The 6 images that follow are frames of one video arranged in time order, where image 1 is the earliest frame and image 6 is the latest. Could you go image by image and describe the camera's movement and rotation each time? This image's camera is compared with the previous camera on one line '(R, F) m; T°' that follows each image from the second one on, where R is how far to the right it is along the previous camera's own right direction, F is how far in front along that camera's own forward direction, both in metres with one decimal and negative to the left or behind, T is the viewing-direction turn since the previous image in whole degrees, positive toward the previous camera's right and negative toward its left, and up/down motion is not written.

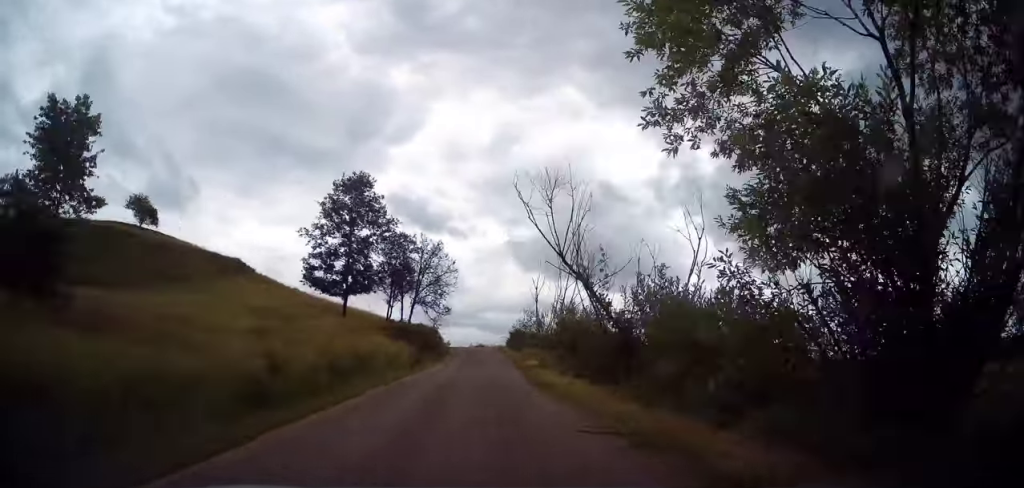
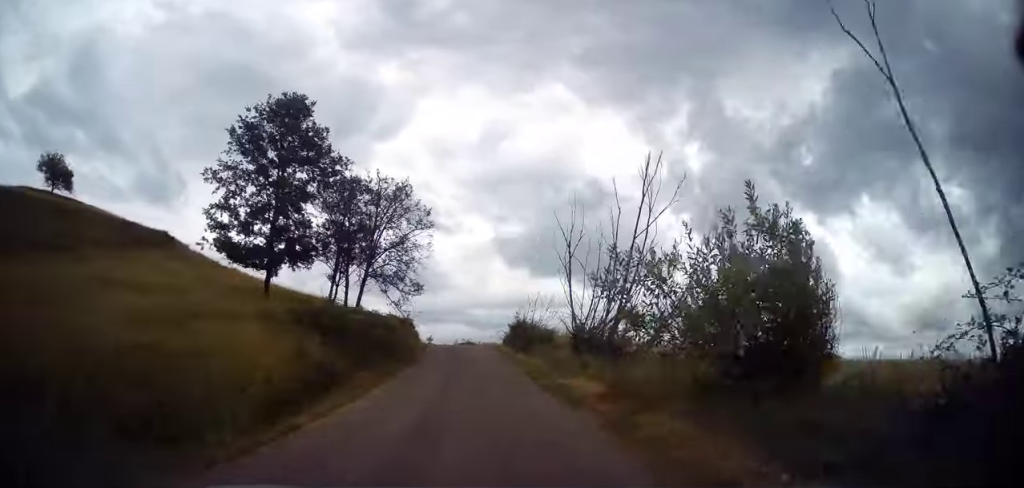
(-0.1, +15.0) m; -2°
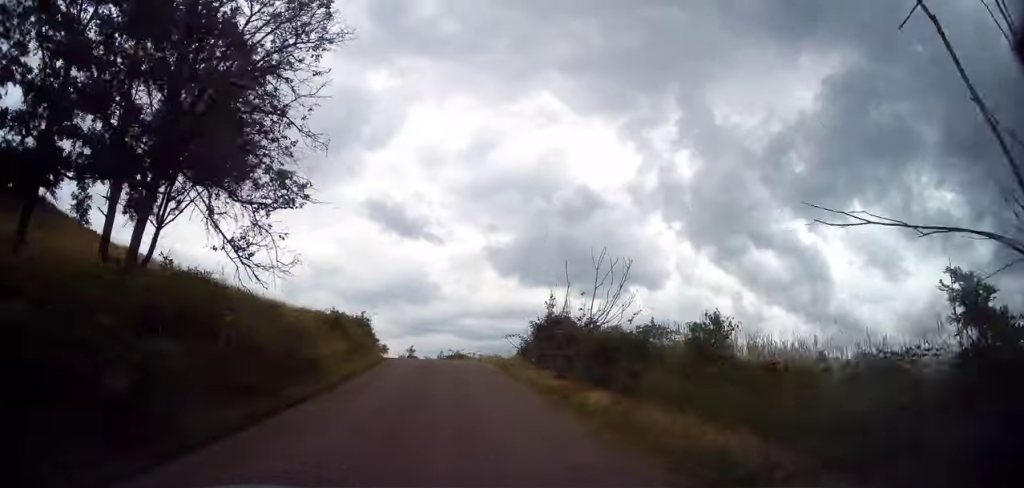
(+0.3, +17.6) m; +2°
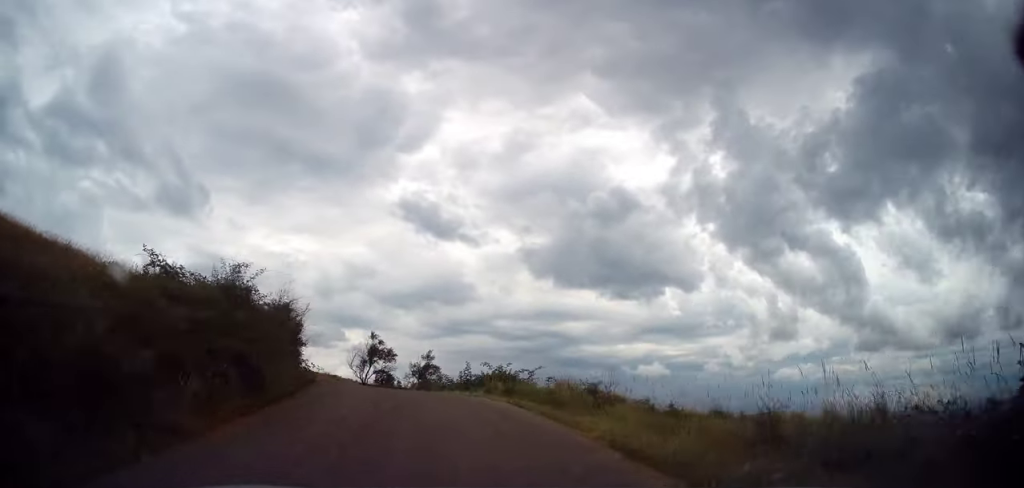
(-0.3, +20.1) m; -4°
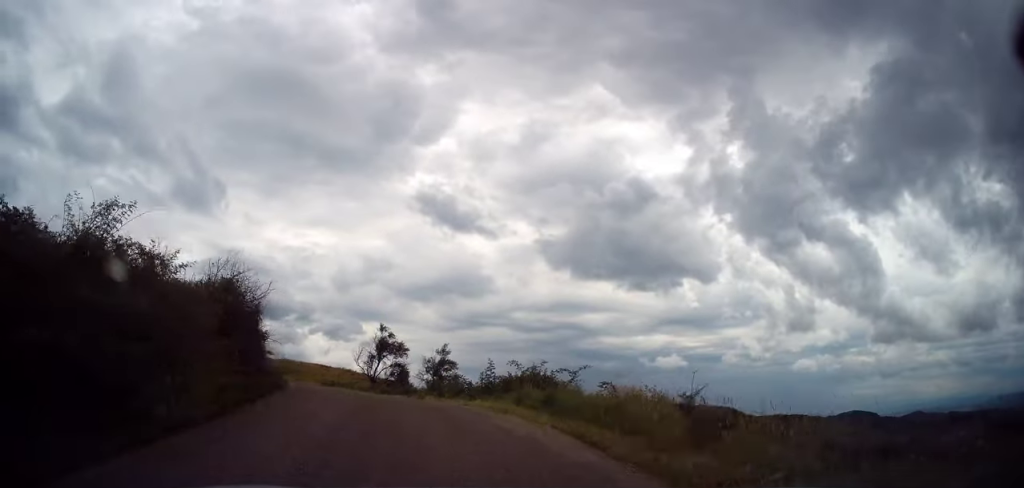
(-0.1, +5.1) m; -2°
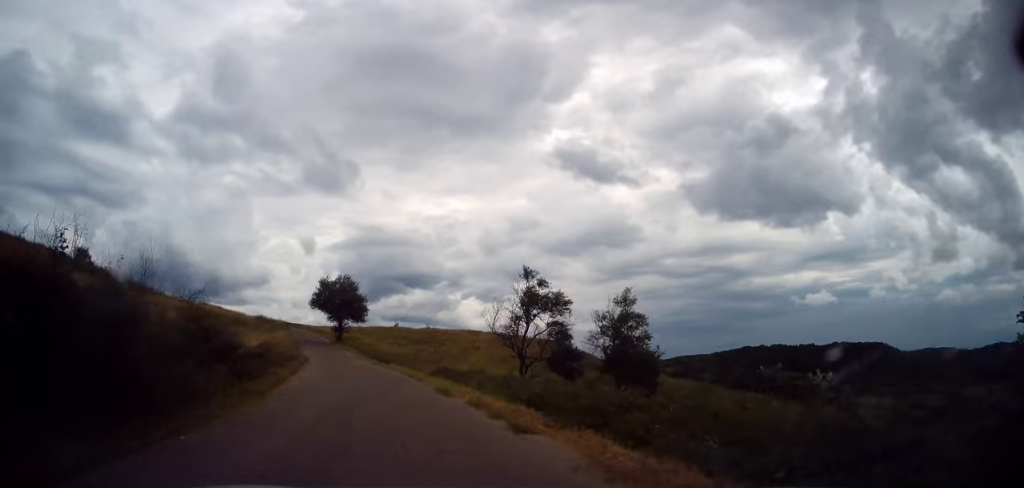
(-1.8, +16.6) m; -16°
